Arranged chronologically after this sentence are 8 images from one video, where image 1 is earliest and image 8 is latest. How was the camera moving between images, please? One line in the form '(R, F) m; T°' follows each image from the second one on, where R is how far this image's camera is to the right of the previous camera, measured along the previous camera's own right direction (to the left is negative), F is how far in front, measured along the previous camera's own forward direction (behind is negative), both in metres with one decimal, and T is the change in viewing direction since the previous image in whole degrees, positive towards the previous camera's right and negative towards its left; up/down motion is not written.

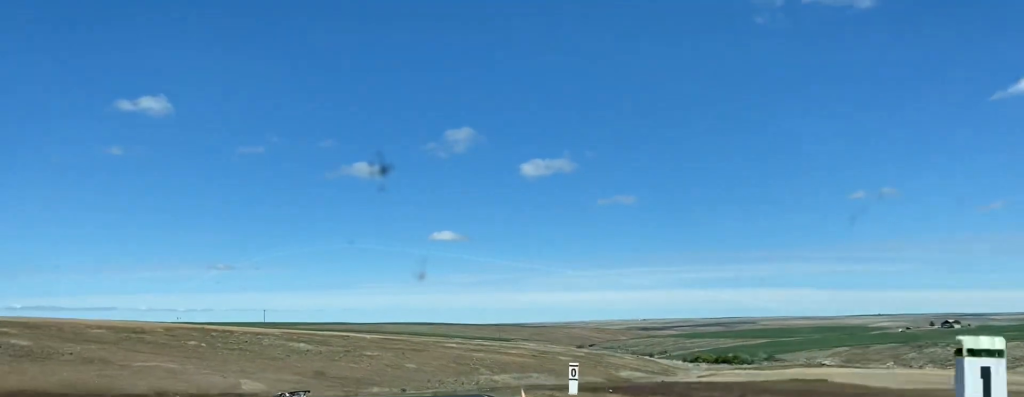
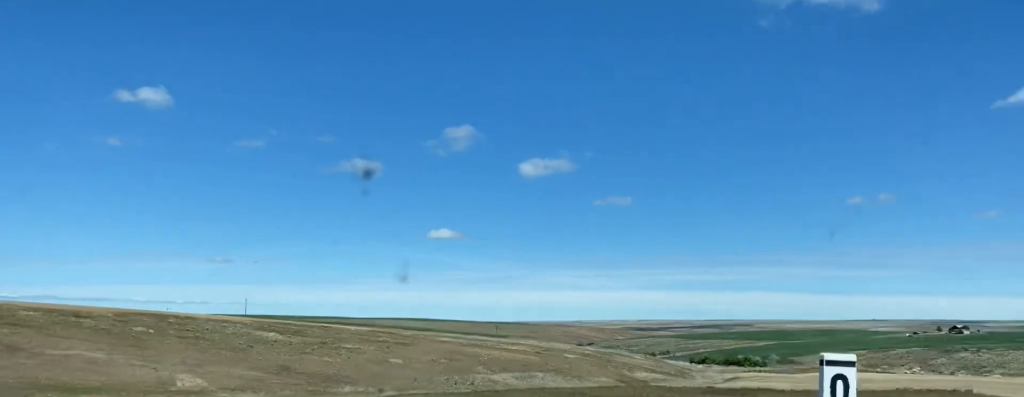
(-0.2, +28.5) m; -3°
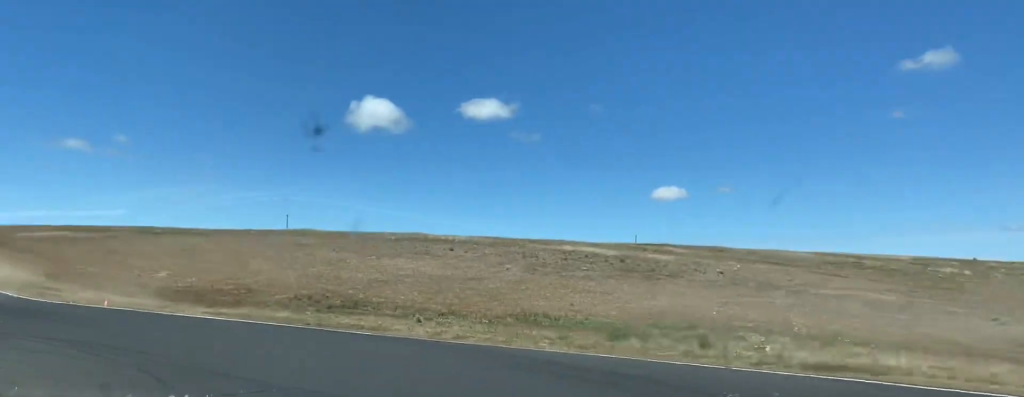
(-19.1, +53.4) m; -49°
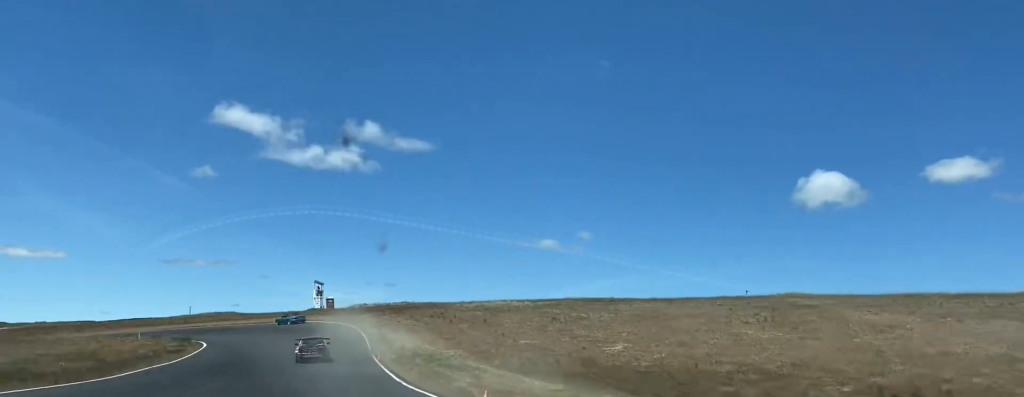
(-7.1, +28.7) m; -27°
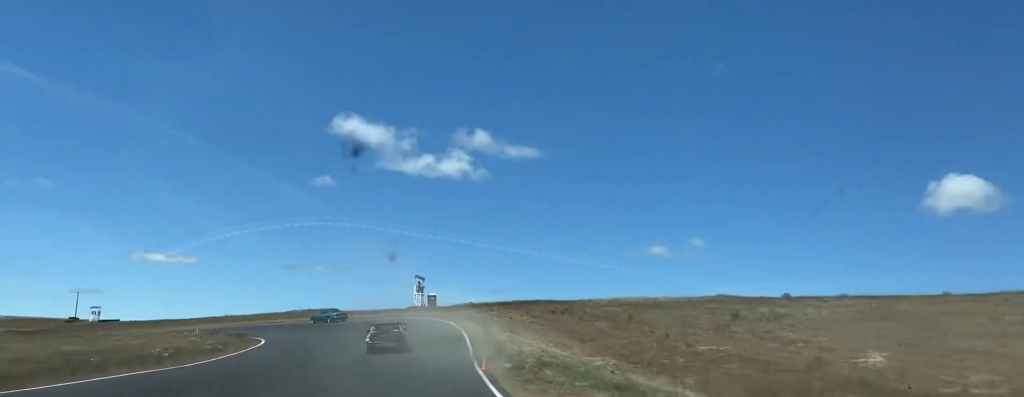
(-2.1, +16.0) m; -7°
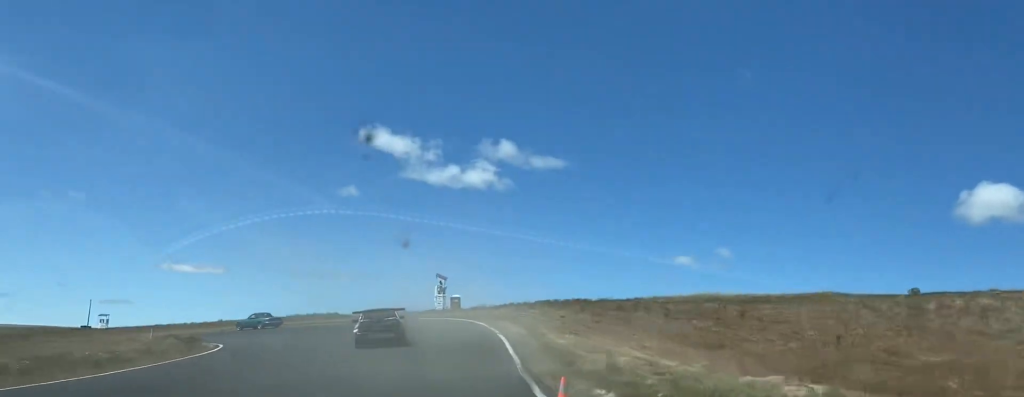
(-0.7, +13.5) m; -4°
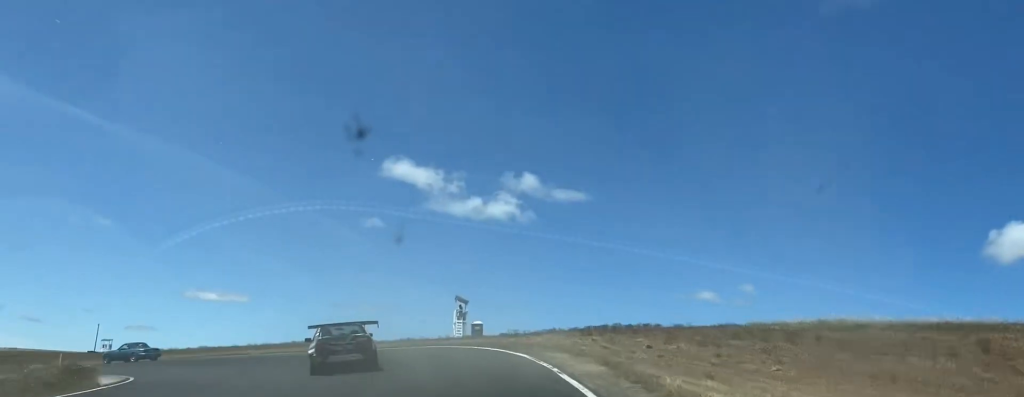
(-0.3, +13.0) m; -2°
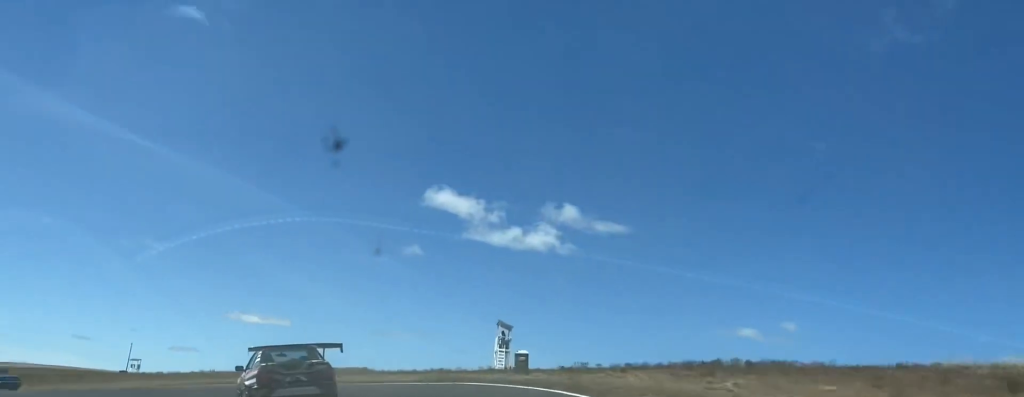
(-0.2, +10.5) m; -4°
